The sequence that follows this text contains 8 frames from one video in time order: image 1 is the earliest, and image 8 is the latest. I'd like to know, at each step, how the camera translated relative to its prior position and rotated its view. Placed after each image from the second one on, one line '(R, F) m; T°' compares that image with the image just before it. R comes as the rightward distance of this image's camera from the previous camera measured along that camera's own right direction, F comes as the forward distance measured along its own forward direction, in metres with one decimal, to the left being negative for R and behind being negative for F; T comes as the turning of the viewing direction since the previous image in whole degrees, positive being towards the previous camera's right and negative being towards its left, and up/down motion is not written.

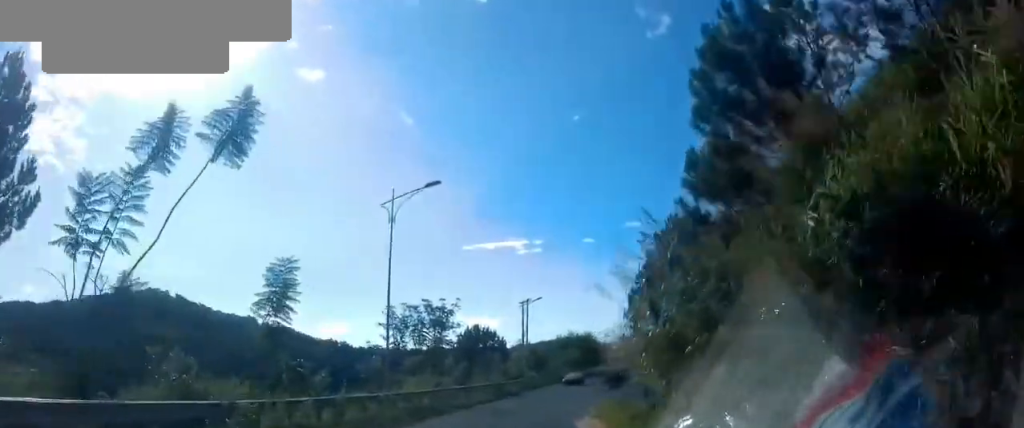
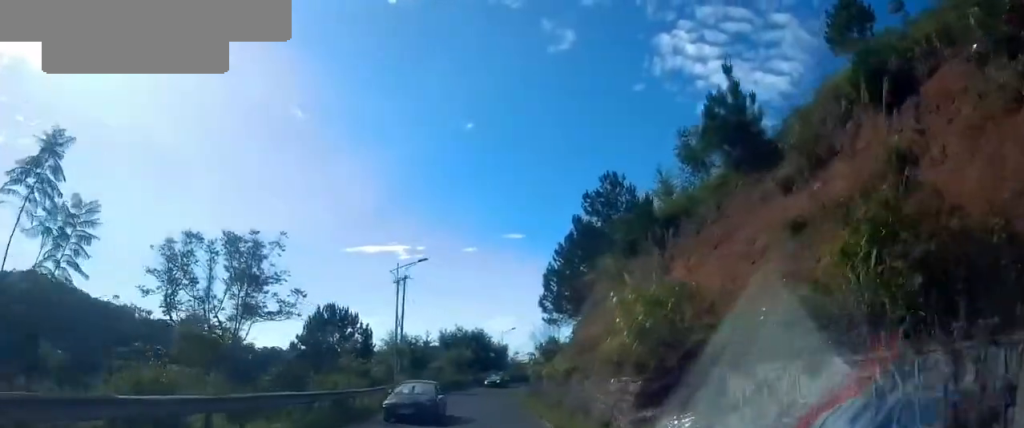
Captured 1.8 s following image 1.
(+3.7, +19.7) m; +18°
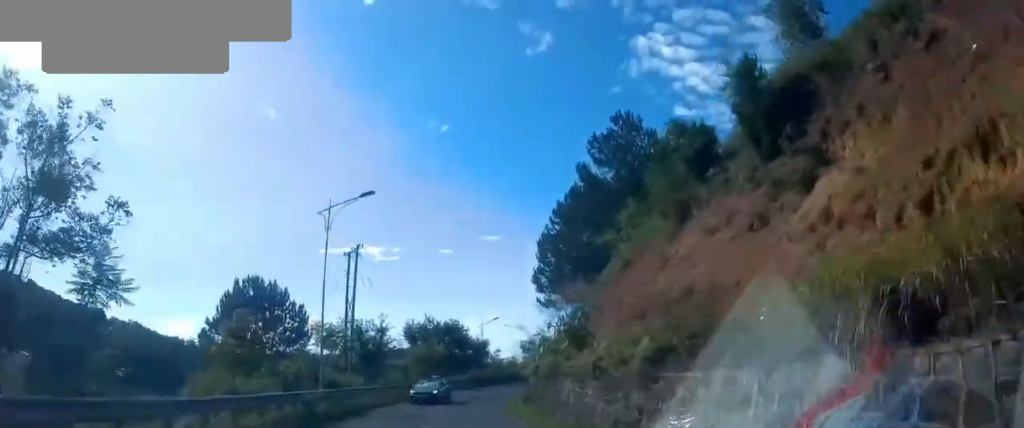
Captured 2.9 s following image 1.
(+0.7, +12.7) m; +7°
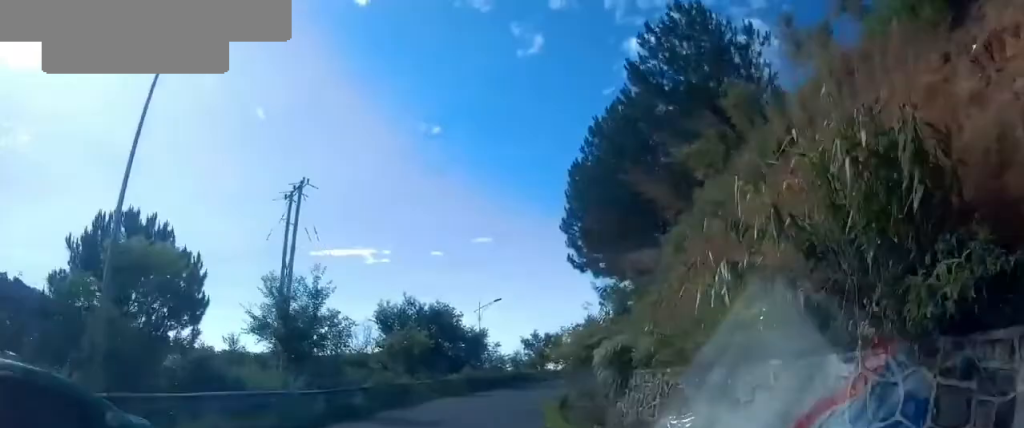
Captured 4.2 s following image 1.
(+0.9, +14.0) m; +2°
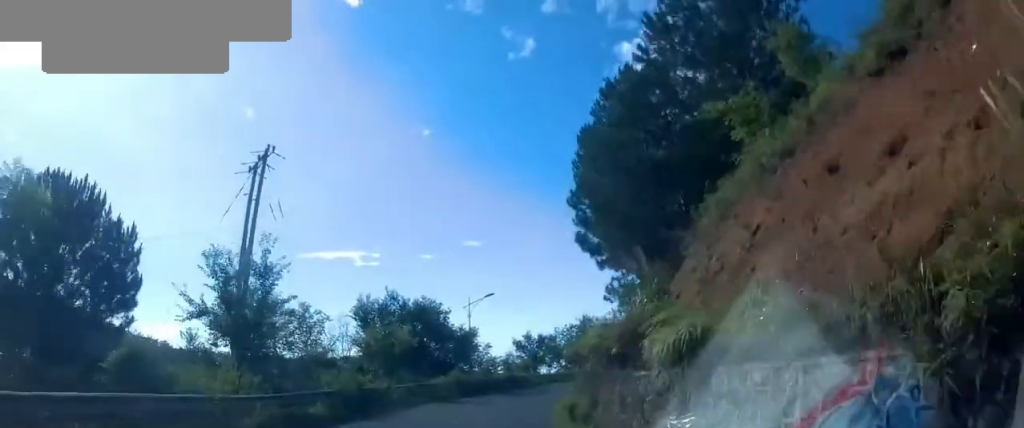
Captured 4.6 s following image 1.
(-0.3, +4.4) m; 0°
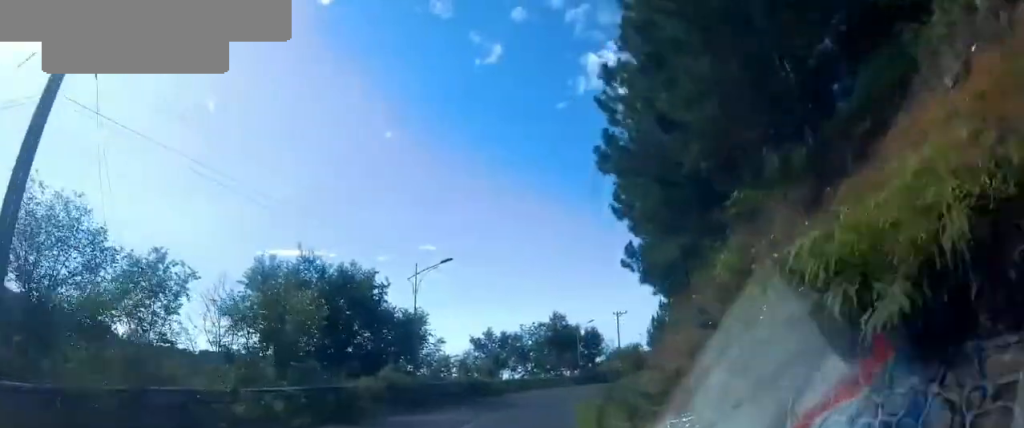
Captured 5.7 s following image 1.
(+0.1, +12.5) m; +3°
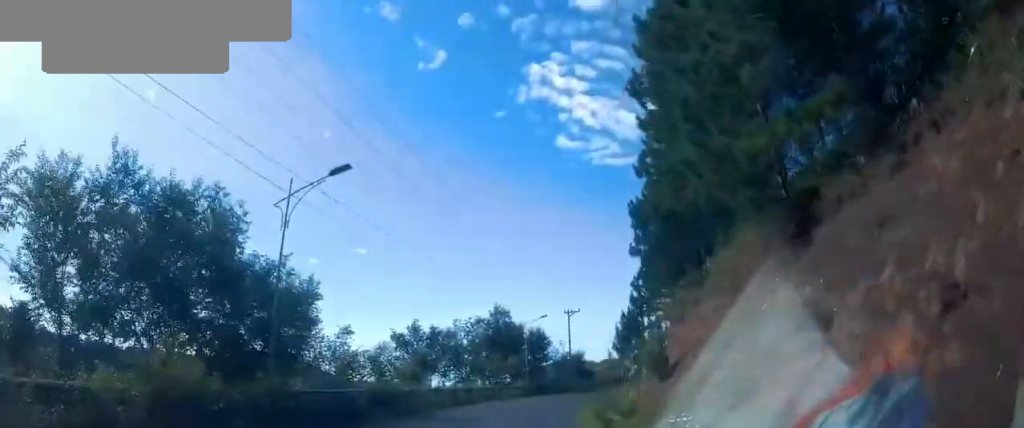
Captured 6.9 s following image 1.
(+0.5, +11.9) m; +6°
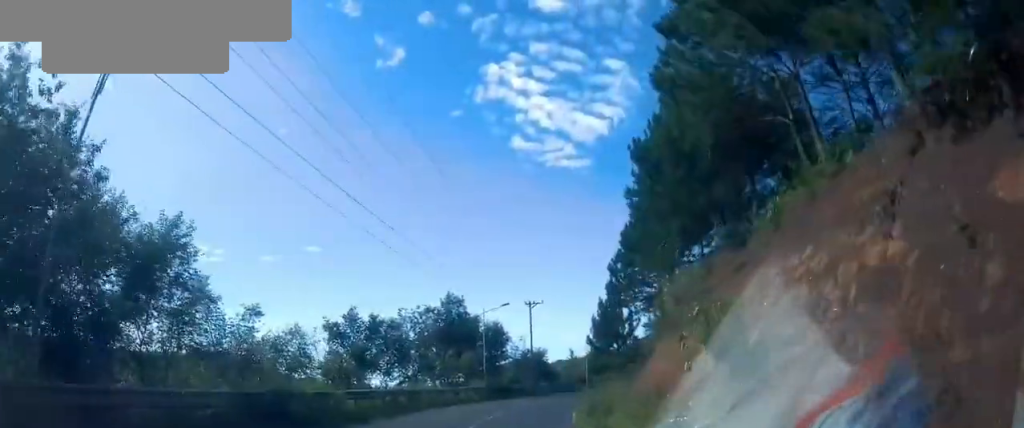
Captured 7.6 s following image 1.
(+0.4, +7.4) m; +6°
